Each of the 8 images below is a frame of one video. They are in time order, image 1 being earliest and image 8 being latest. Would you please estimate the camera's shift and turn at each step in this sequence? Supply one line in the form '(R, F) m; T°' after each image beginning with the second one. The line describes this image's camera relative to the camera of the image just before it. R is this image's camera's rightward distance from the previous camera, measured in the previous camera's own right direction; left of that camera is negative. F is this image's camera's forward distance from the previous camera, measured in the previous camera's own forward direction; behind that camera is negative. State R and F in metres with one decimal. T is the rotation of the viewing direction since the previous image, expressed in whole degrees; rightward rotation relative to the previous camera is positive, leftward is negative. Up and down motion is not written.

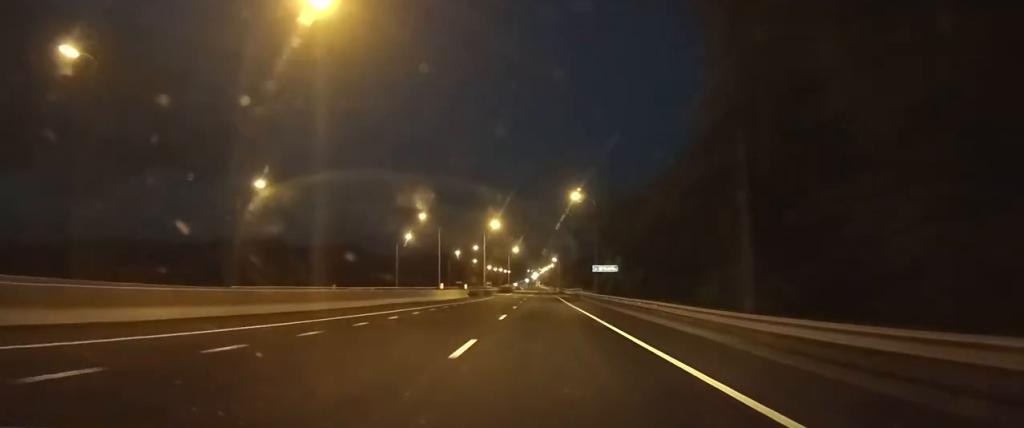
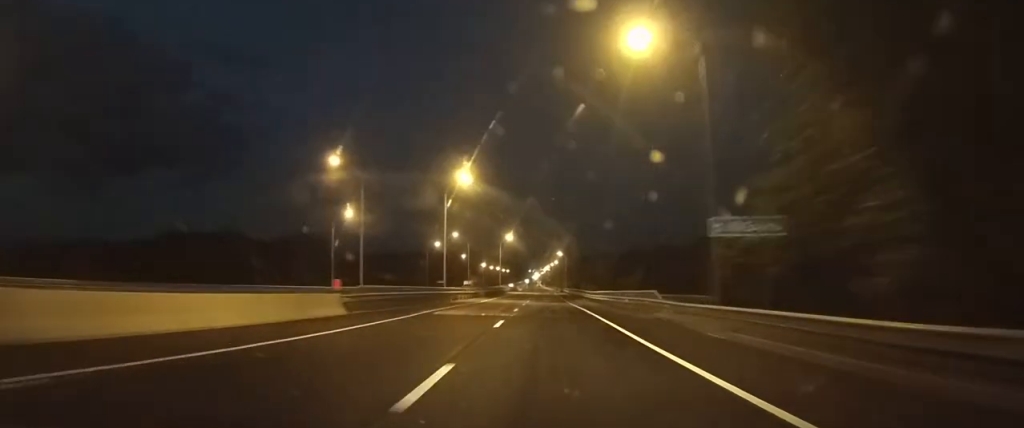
(-0.1, +36.3) m; 0°
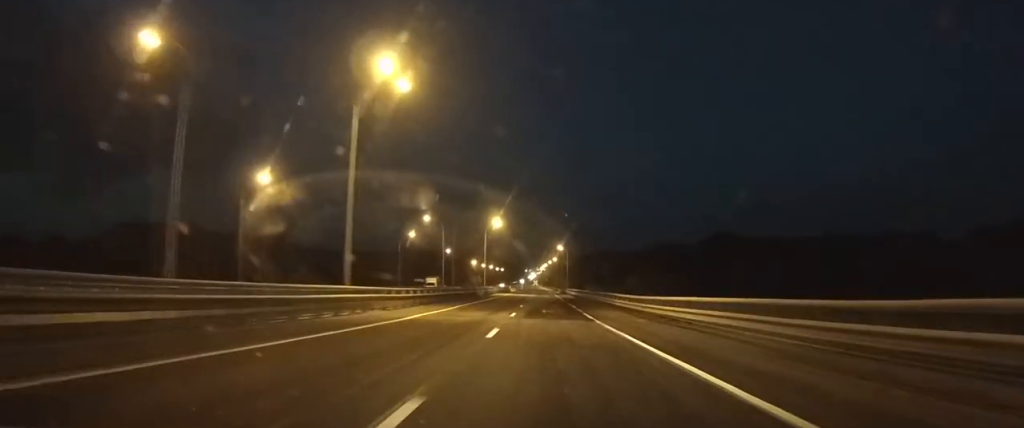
(0.0, +29.7) m; 0°
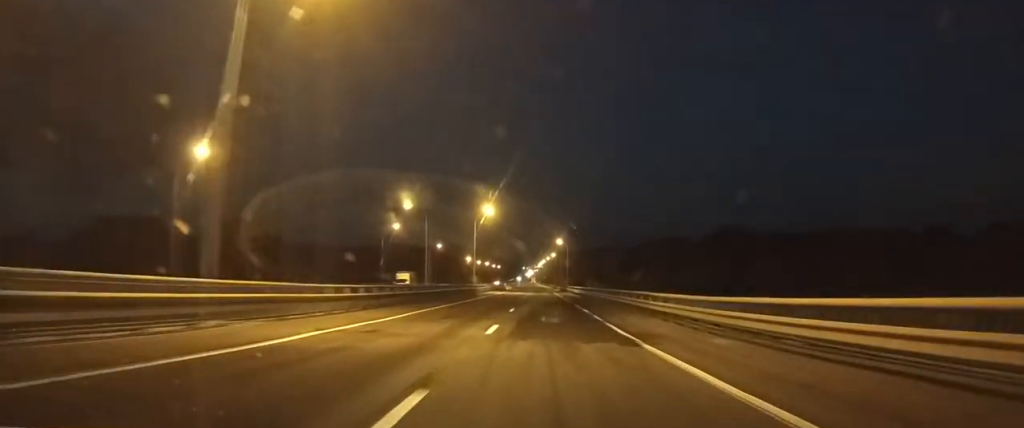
(+0.1, +13.2) m; 0°
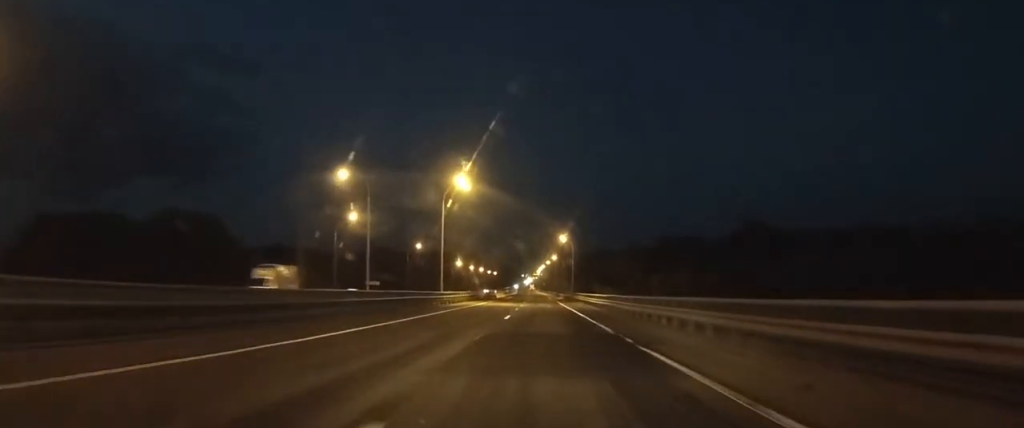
(+0.2, +28.6) m; +1°
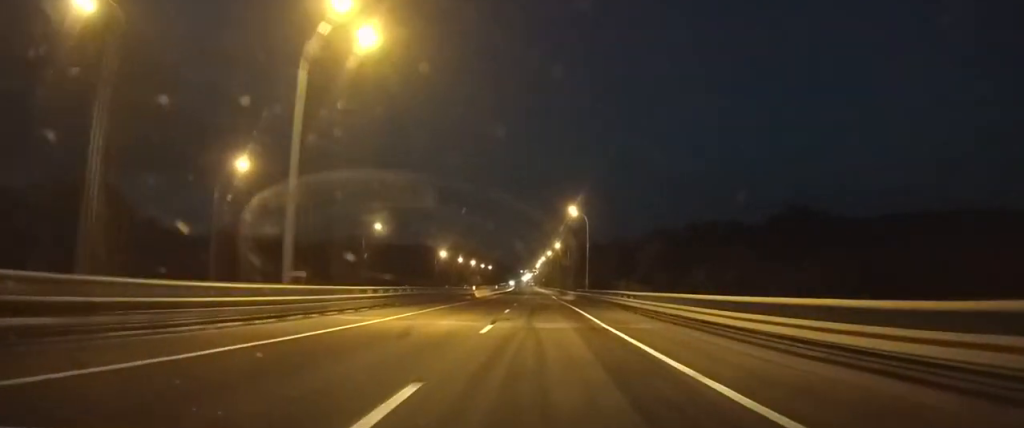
(+0.2, +36.1) m; 0°
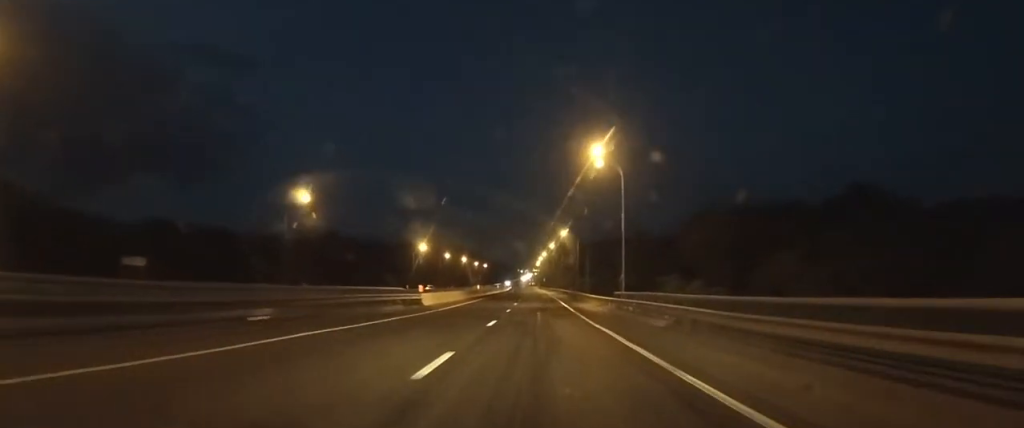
(-0.2, +32.7) m; 0°
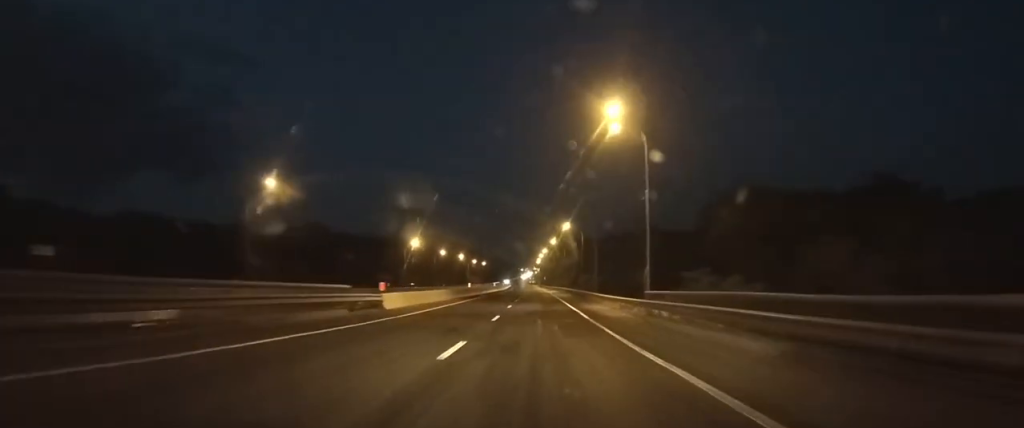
(0.0, +9.7) m; 0°
